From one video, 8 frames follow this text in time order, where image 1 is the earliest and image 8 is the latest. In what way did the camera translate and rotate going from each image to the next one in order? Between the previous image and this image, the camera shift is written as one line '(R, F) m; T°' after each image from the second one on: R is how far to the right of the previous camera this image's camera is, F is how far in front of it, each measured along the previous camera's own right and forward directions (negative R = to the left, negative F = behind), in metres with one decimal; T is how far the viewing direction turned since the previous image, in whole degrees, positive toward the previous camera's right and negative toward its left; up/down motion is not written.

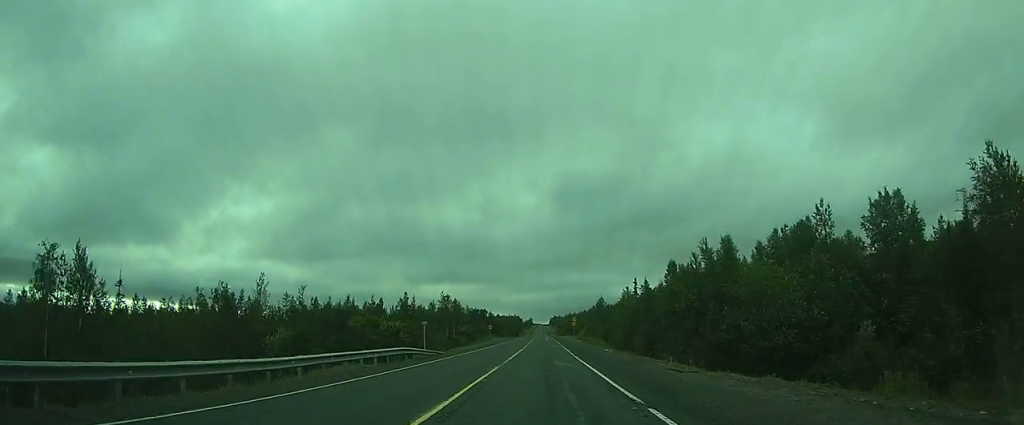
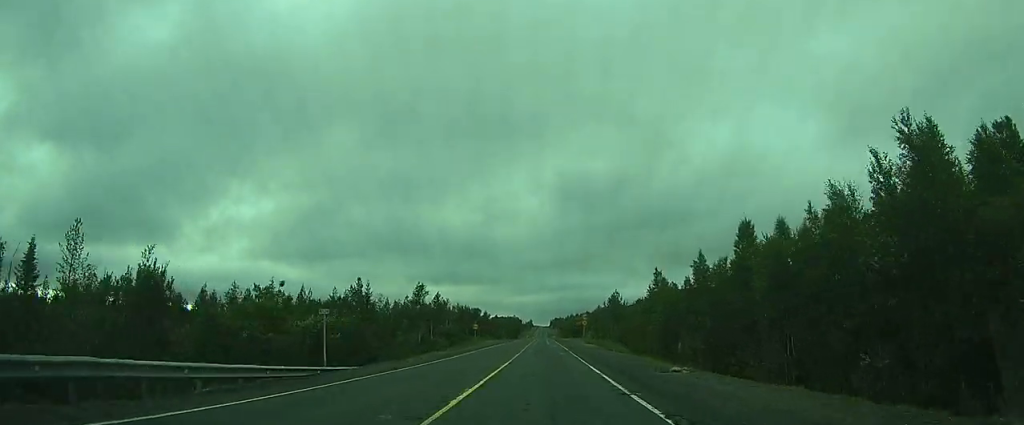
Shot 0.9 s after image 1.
(-0.1, +21.1) m; 0°
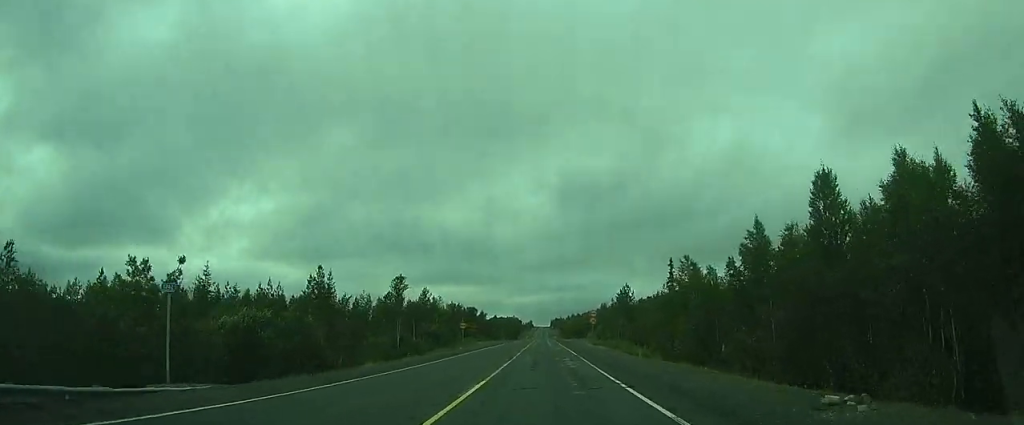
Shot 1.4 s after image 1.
(0.0, +10.9) m; 0°
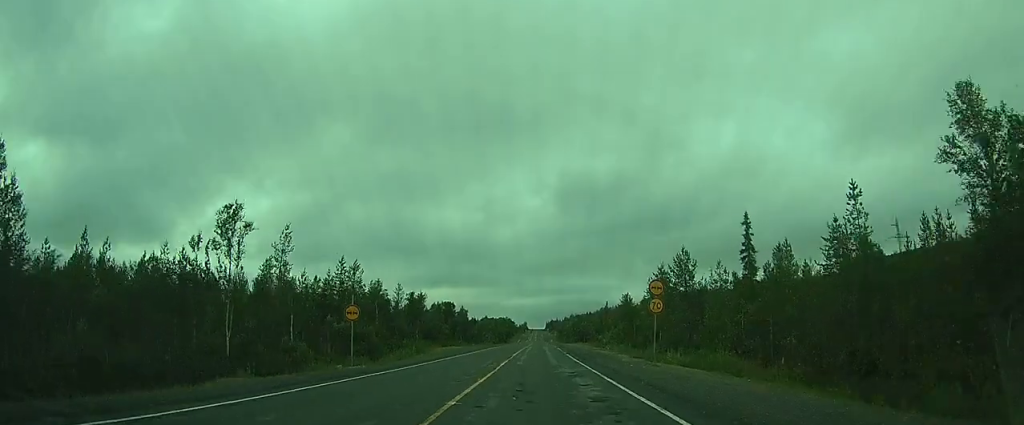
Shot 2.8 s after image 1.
(0.0, +33.6) m; 0°
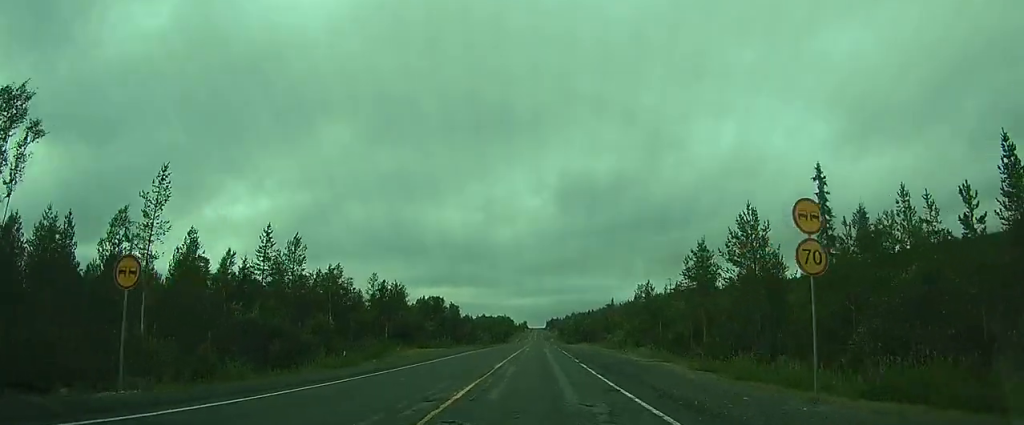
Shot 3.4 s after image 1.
(0.0, +14.8) m; 0°
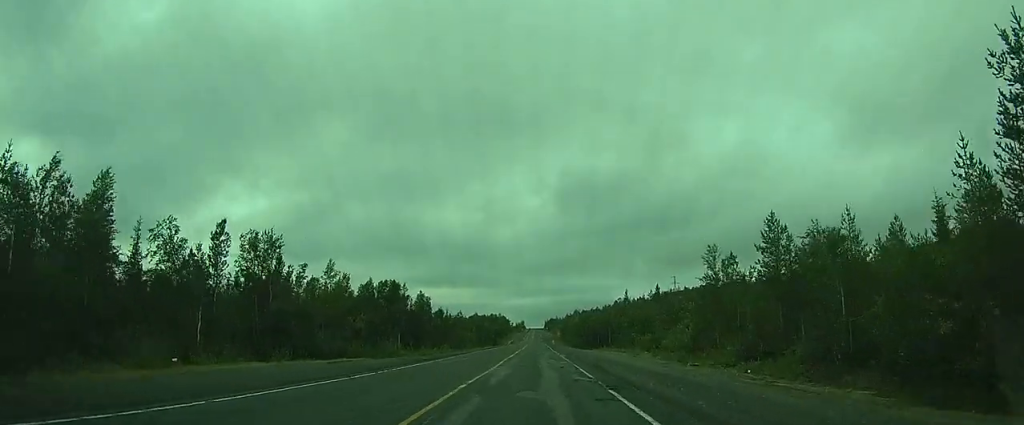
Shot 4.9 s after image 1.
(+0.1, +33.6) m; 0°
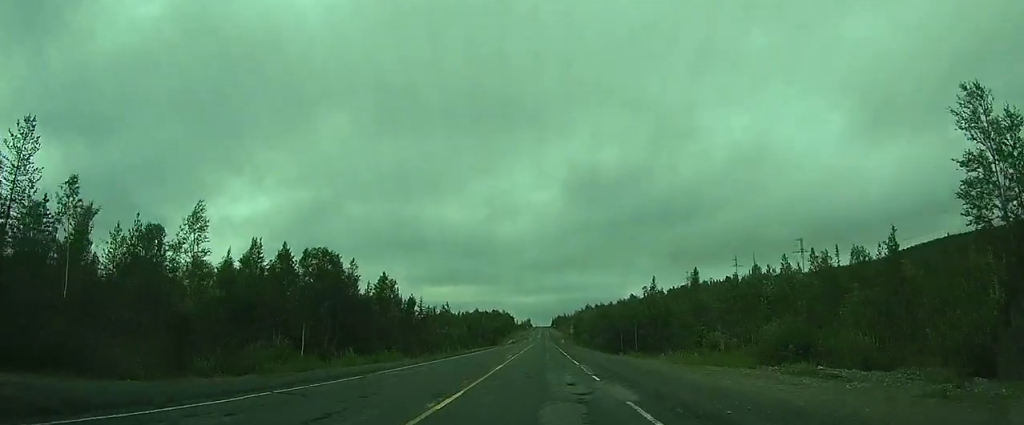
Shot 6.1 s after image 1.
(0.0, +28.1) m; 0°
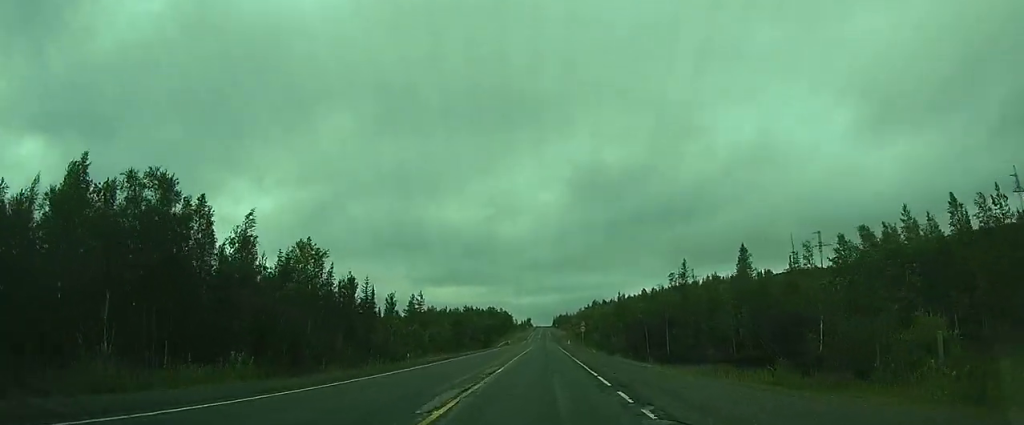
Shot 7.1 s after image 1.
(0.0, +25.1) m; 0°
